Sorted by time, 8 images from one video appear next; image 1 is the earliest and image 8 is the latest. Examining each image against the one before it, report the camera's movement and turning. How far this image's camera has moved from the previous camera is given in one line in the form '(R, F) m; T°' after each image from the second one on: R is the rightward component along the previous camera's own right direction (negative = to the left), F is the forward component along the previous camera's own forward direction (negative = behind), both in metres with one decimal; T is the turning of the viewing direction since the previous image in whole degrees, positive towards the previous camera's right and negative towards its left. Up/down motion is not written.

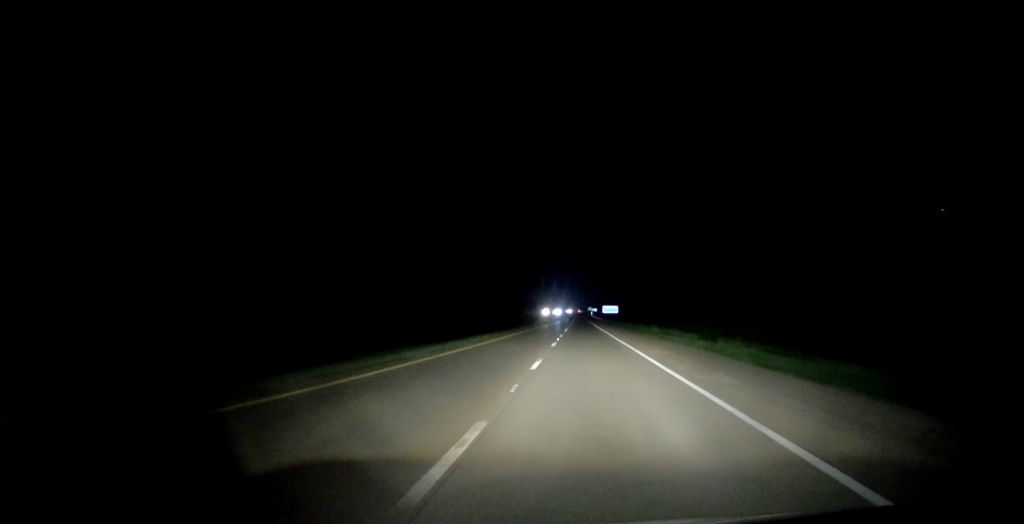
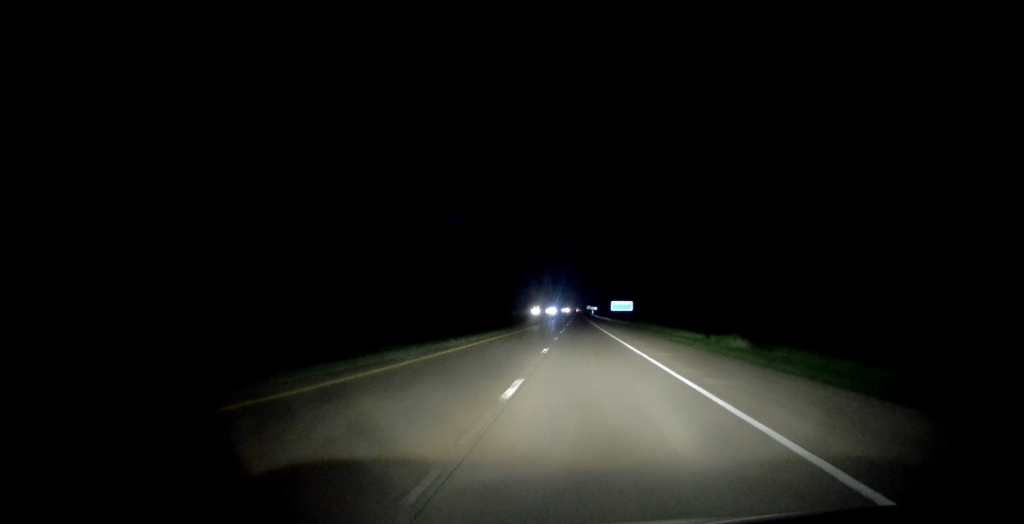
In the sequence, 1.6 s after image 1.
(-0.1, +56.0) m; 0°
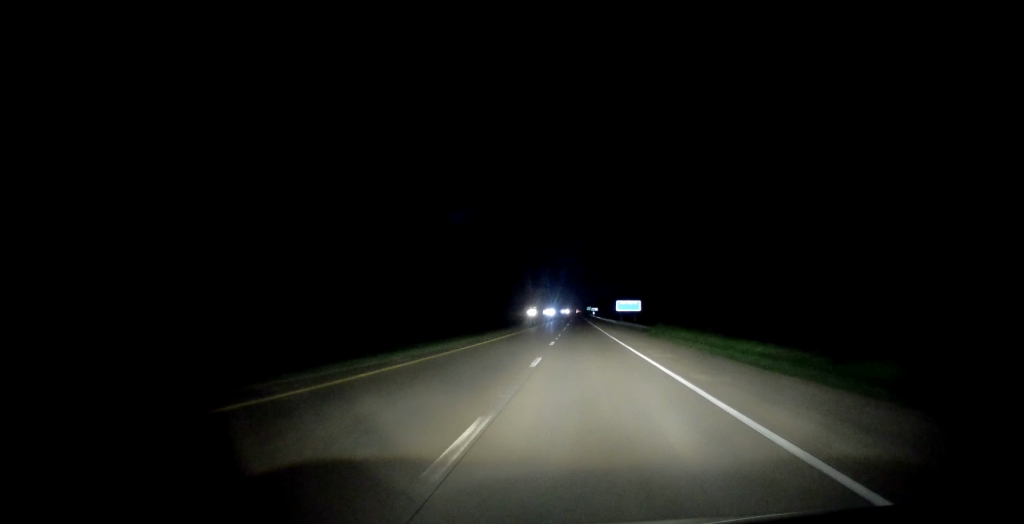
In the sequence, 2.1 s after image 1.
(-0.2, +17.1) m; 0°
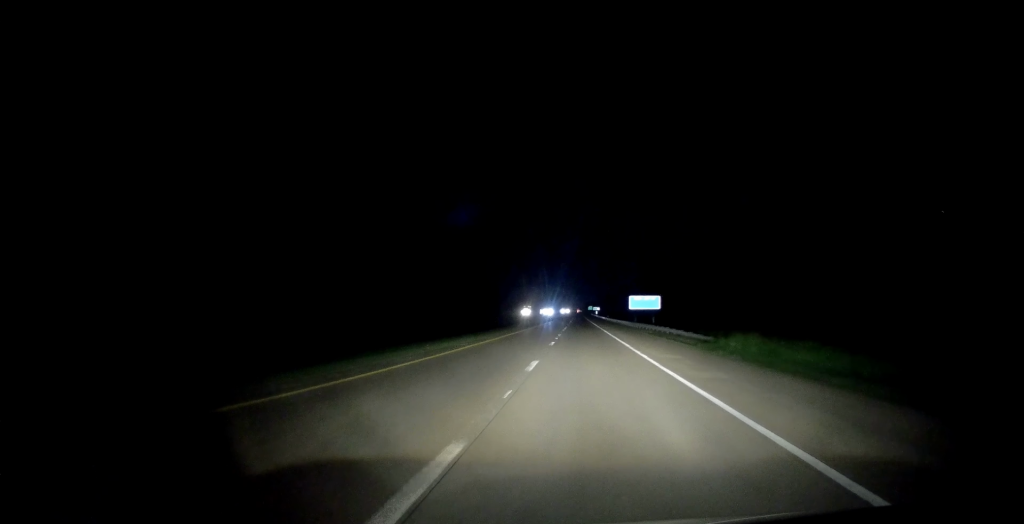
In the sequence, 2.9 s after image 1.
(0.0, +26.2) m; 0°
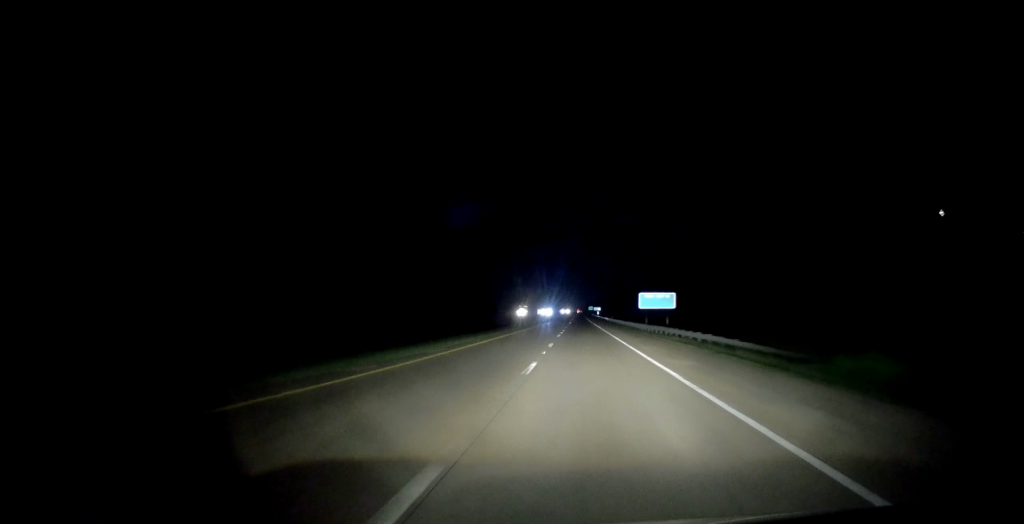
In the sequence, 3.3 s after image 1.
(+0.1, +13.7) m; 0°
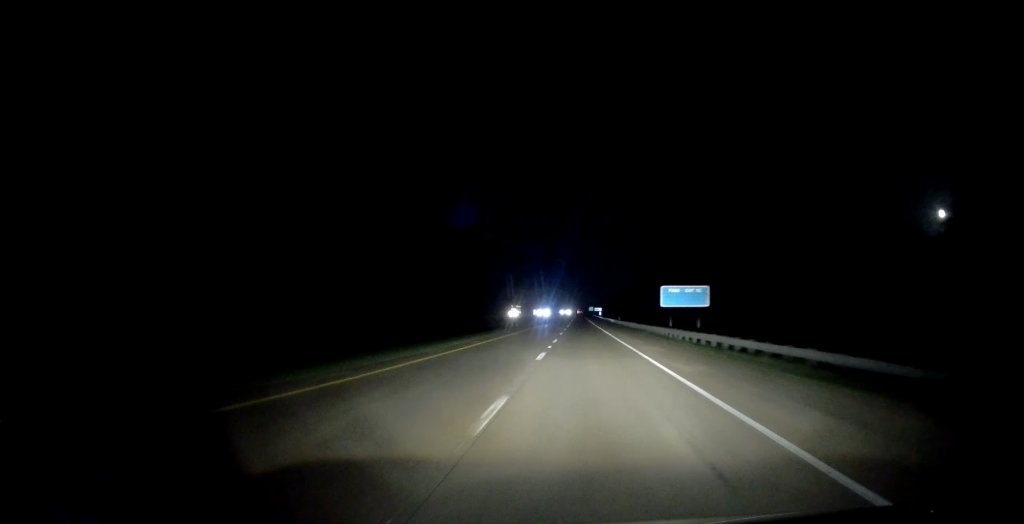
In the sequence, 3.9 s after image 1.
(0.0, +19.4) m; 0°
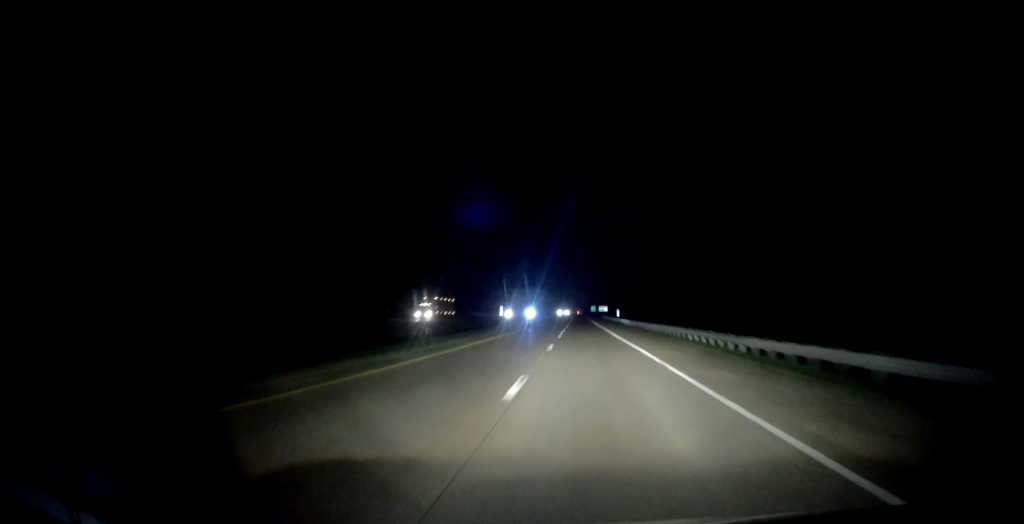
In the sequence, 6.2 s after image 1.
(+0.4, +80.9) m; 0°
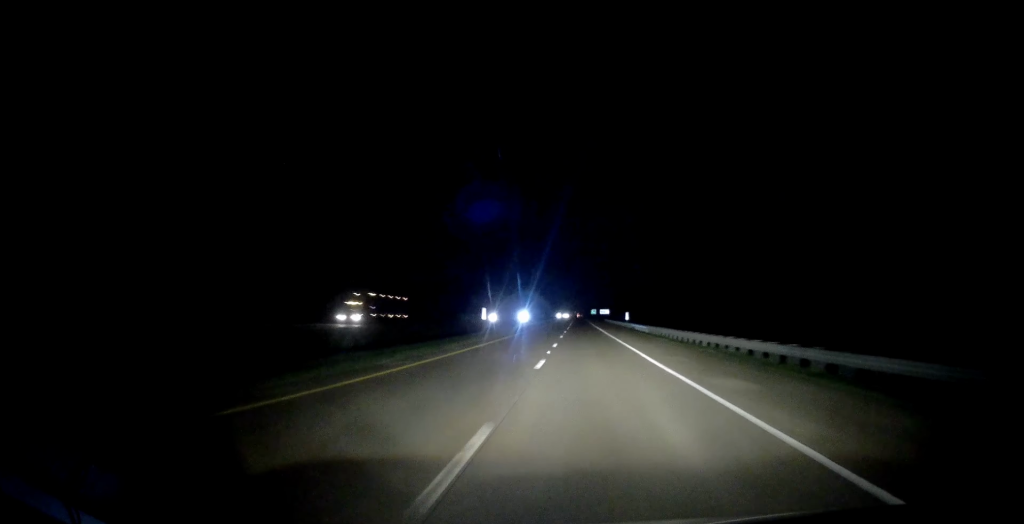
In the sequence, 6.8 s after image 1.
(-0.1, +19.3) m; 0°
